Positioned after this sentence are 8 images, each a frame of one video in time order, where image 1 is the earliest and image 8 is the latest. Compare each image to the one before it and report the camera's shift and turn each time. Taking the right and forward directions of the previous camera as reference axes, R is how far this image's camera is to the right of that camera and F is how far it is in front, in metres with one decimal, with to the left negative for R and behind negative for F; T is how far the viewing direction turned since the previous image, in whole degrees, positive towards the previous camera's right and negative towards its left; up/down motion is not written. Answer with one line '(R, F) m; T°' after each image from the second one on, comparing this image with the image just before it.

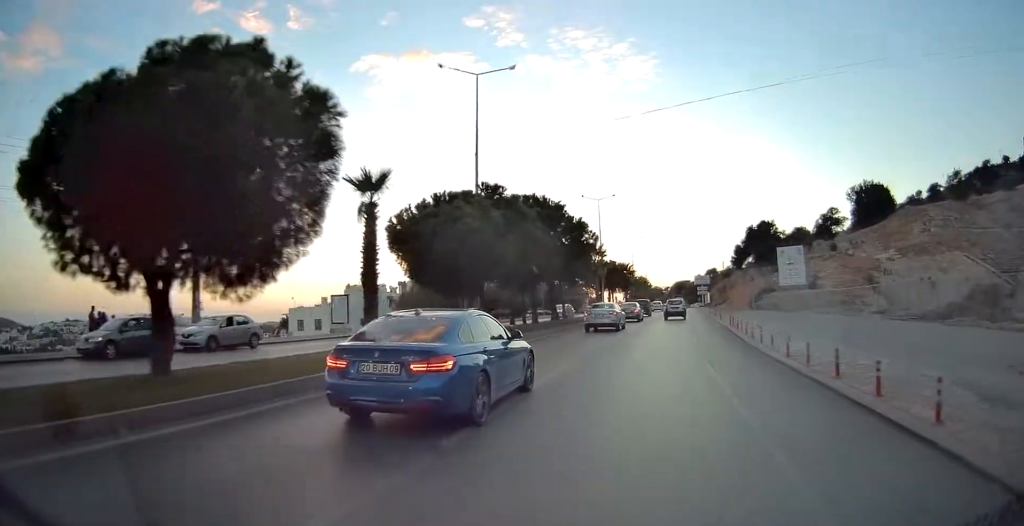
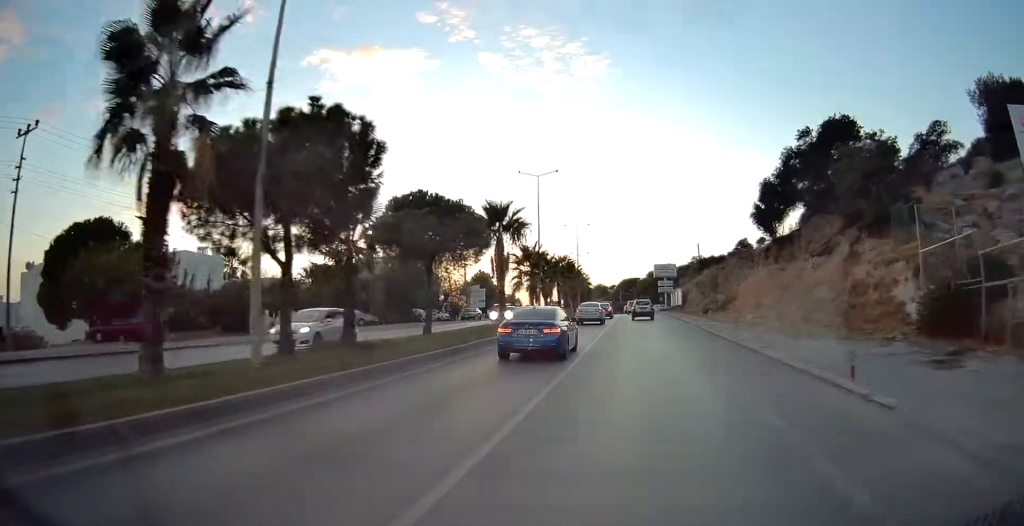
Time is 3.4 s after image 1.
(+3.1, +49.7) m; +5°
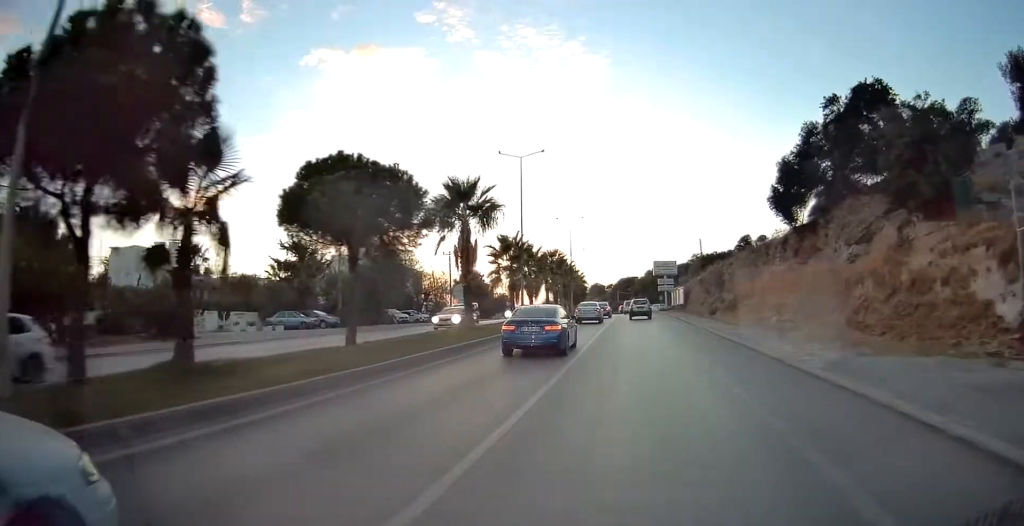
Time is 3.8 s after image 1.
(0.0, +6.0) m; 0°
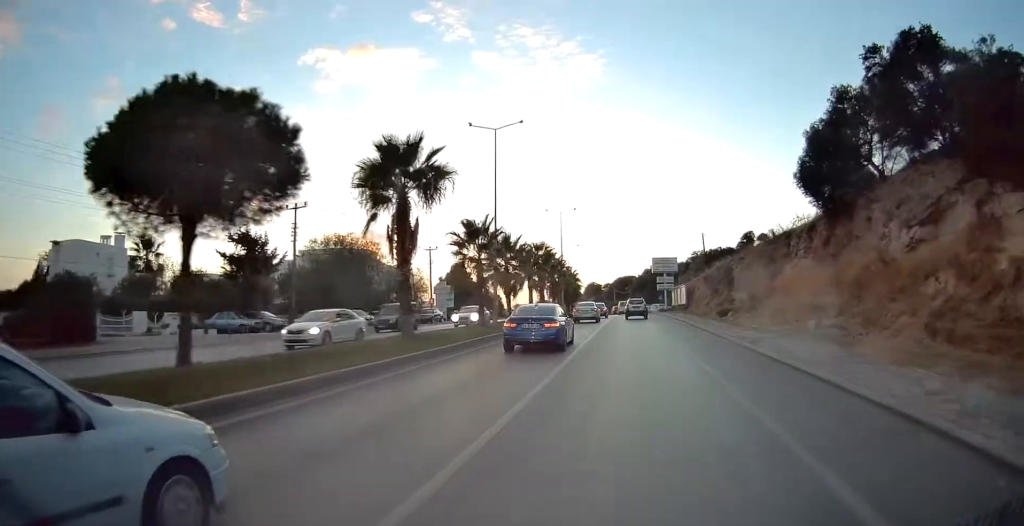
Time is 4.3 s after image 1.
(0.0, +6.5) m; 0°
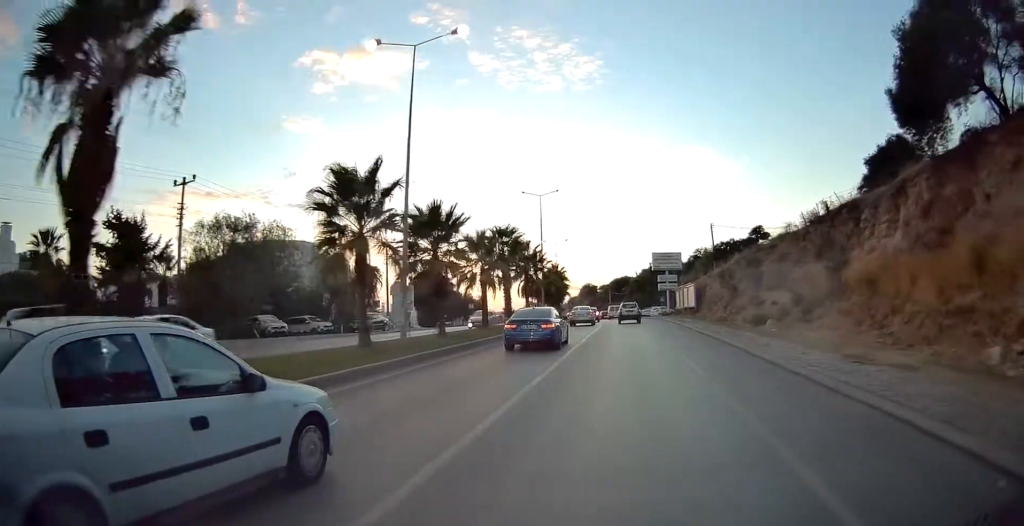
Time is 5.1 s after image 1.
(+0.1, +11.9) m; +1°
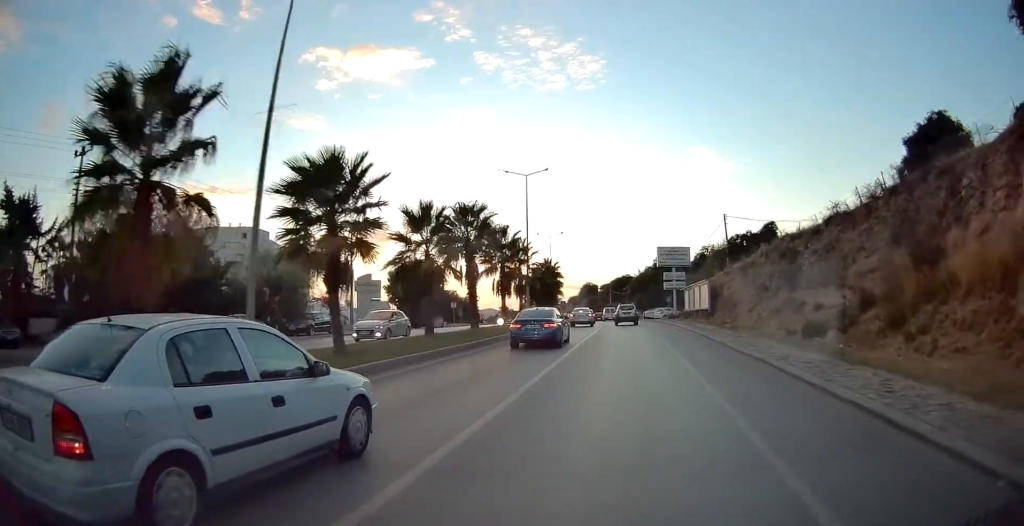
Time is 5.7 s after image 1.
(+0.1, +8.0) m; 0°
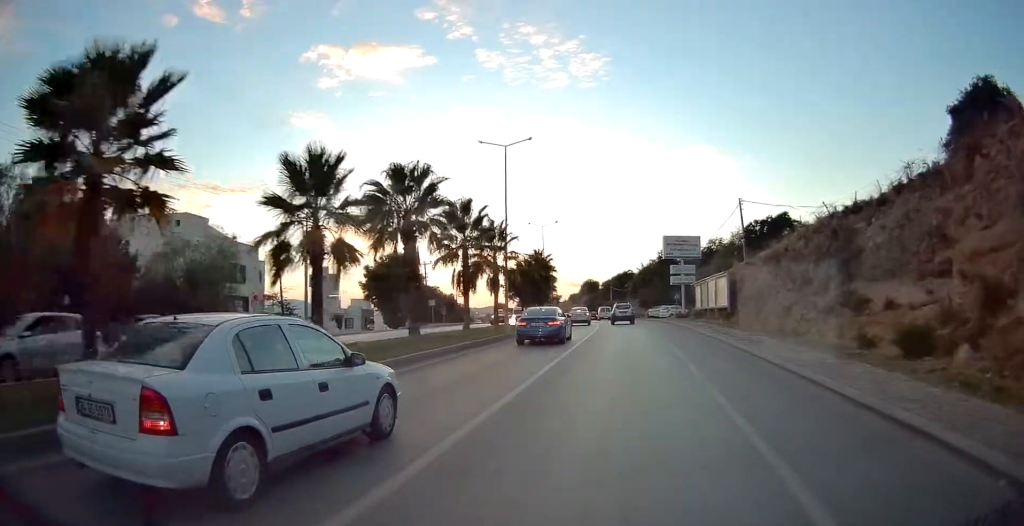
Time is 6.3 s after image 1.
(0.0, +7.8) m; 0°
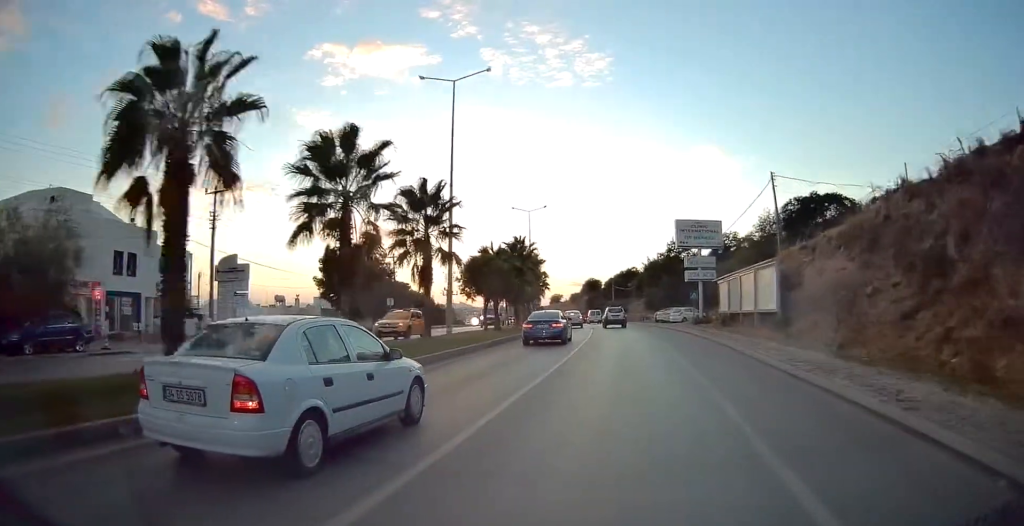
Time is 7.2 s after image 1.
(0.0, +12.5) m; 0°
